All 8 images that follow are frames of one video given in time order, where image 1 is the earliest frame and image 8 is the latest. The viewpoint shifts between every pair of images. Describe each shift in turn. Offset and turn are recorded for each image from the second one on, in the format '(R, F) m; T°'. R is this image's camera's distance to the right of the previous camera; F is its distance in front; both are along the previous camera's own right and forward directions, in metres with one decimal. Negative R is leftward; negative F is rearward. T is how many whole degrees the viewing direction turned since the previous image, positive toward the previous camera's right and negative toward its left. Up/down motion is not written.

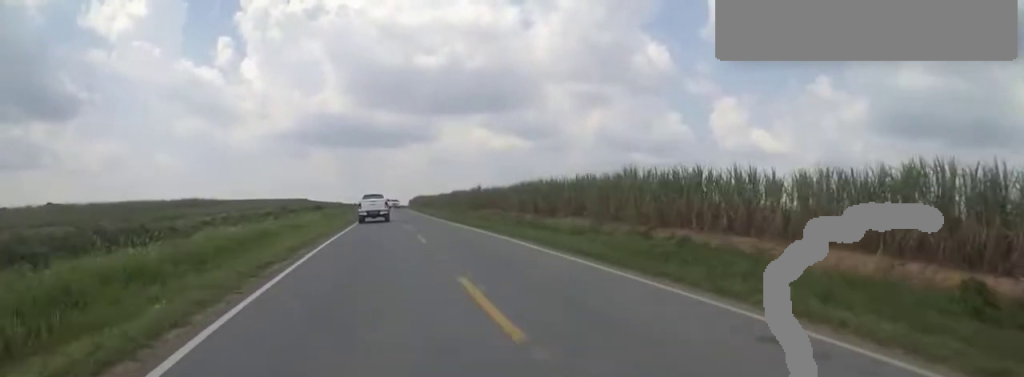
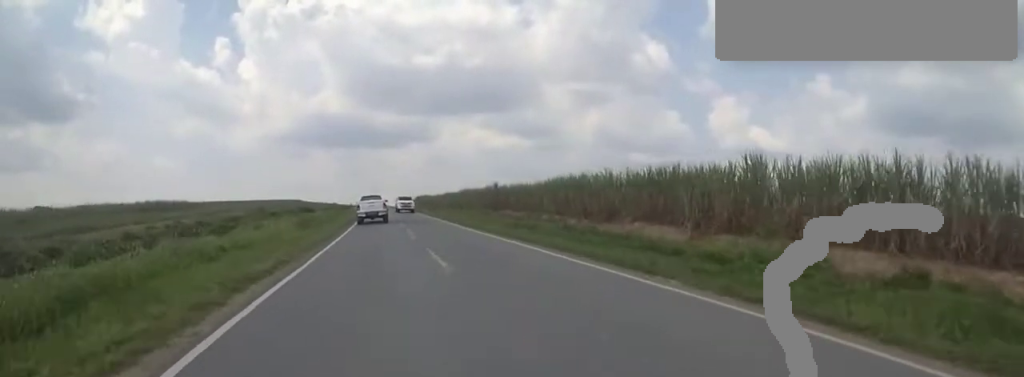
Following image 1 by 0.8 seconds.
(-0.1, +12.2) m; 0°
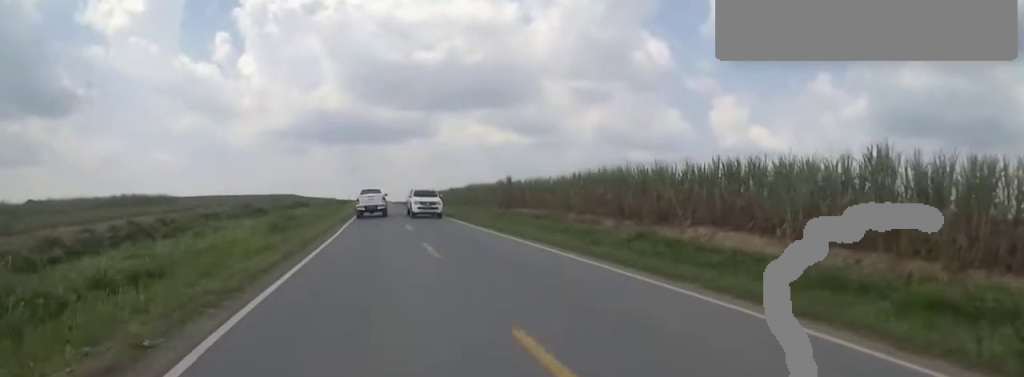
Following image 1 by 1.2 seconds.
(0.0, +6.9) m; 0°
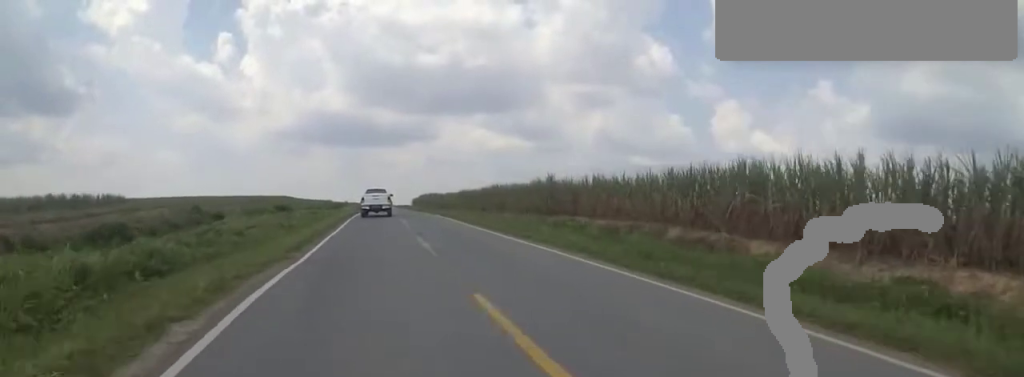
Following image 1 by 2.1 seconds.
(0.0, +14.8) m; +1°
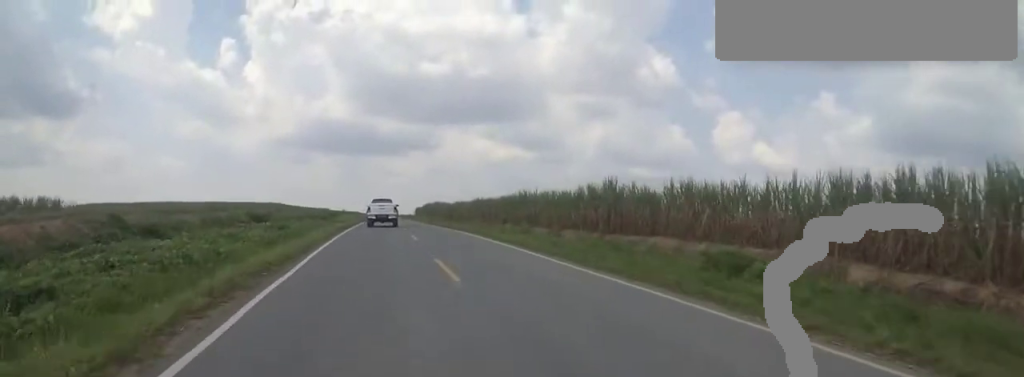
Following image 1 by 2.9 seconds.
(-0.1, +12.3) m; +3°
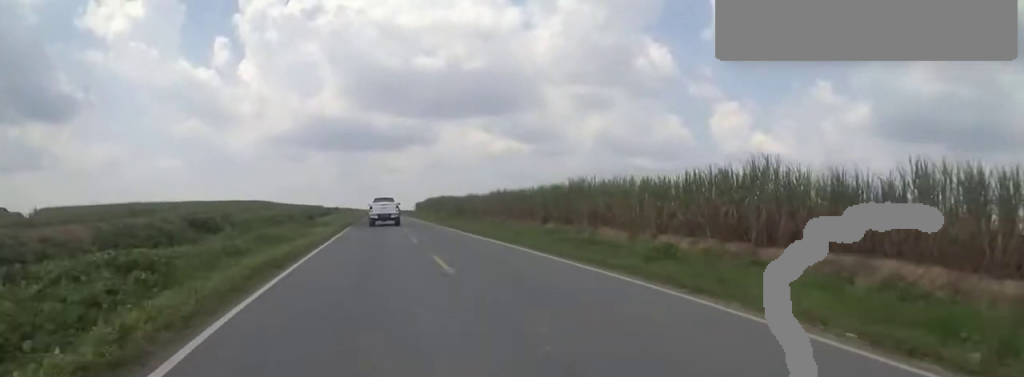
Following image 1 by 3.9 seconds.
(+1.0, +15.5) m; 0°
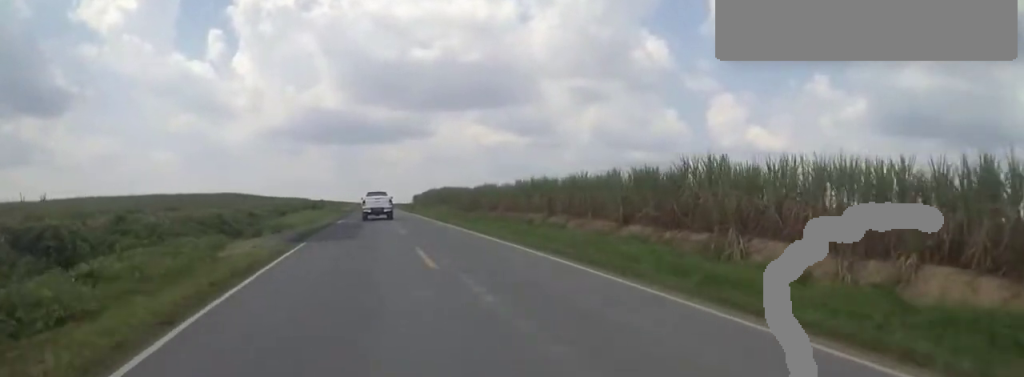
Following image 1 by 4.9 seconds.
(-0.8, +16.3) m; -4°
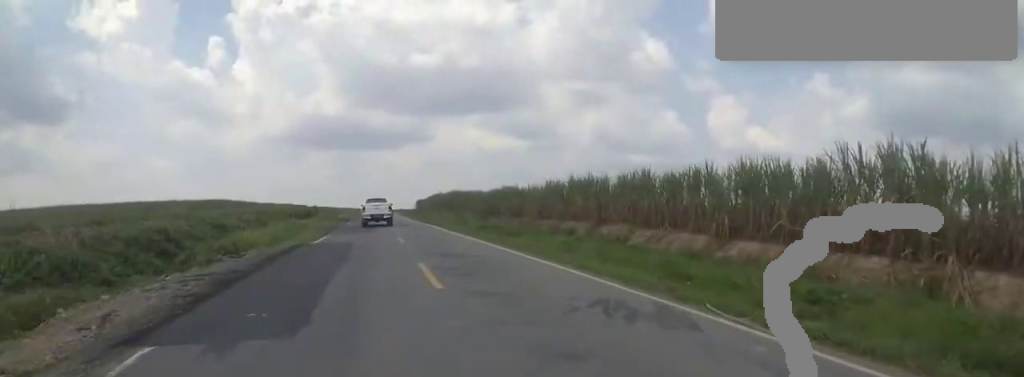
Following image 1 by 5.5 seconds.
(-0.1, +9.9) m; 0°
